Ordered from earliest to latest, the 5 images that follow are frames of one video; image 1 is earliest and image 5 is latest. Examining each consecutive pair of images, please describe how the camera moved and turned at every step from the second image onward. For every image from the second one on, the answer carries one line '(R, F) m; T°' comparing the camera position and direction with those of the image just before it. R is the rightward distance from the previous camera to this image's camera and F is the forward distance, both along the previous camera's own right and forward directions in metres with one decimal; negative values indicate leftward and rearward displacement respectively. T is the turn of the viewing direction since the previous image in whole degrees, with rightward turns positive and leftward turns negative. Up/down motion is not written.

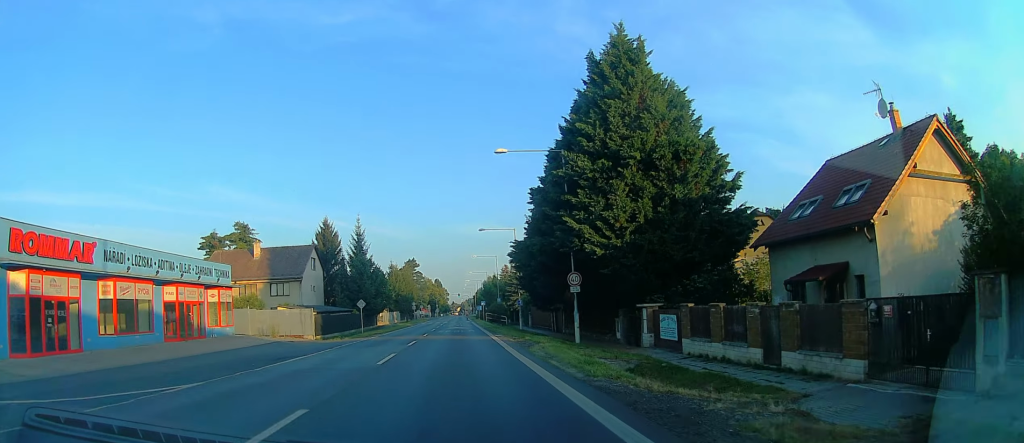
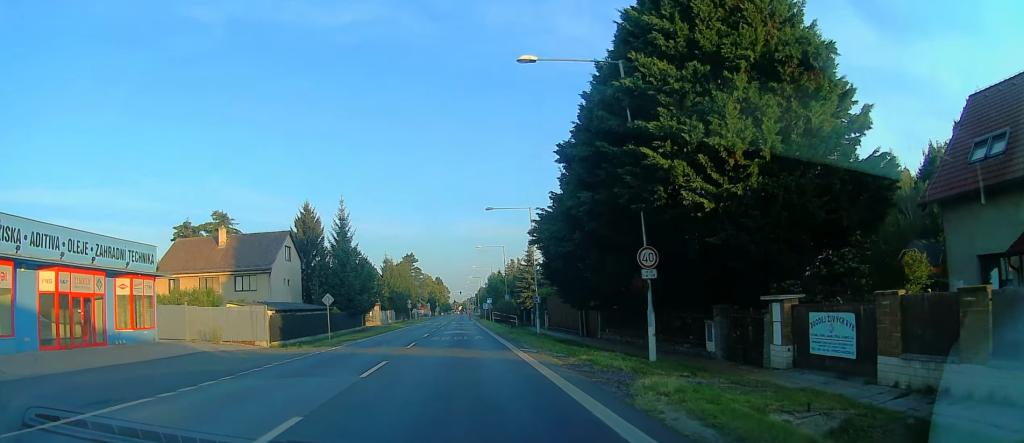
(-0.8, +11.3) m; -4°
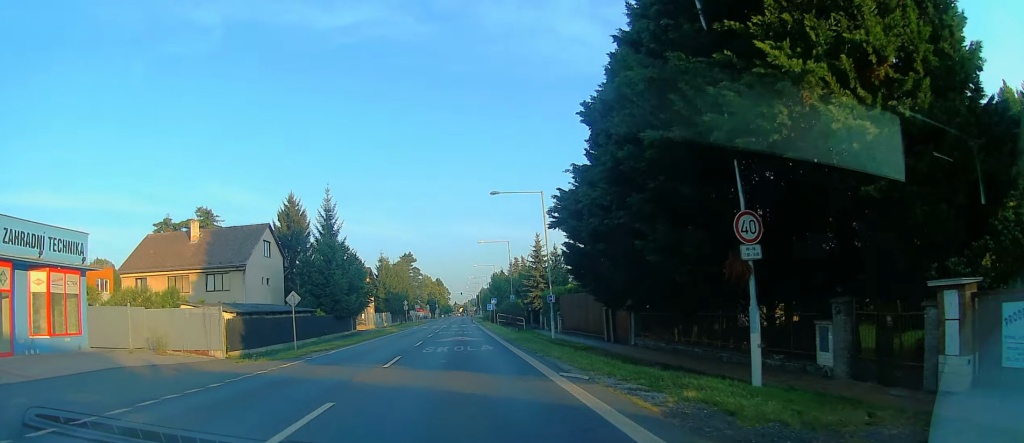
(0.0, +6.7) m; 0°
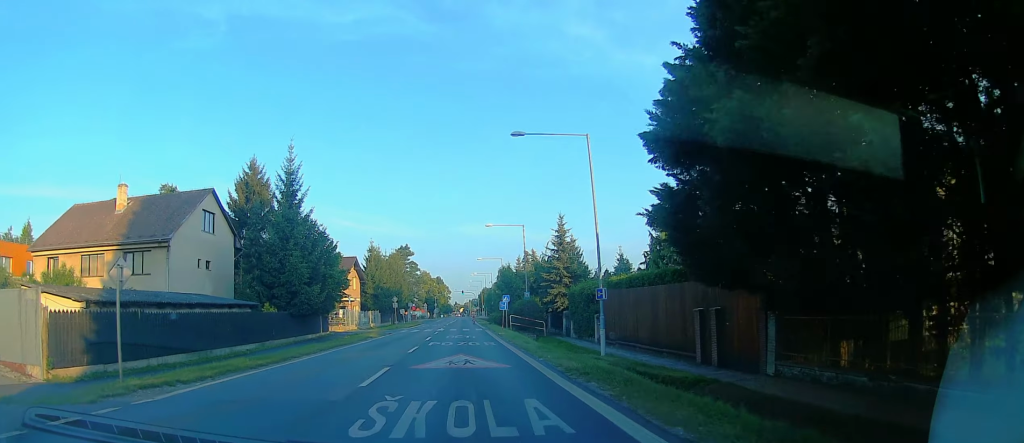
(0.0, +13.4) m; +5°
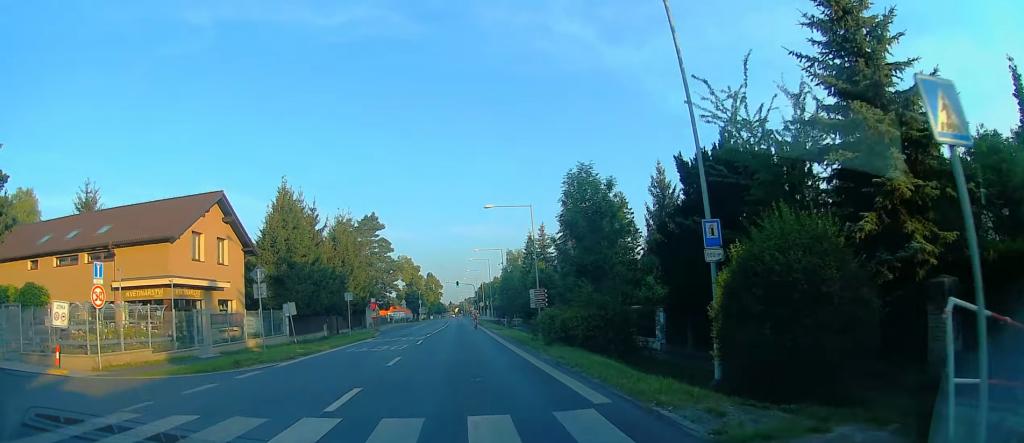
(+0.1, +40.2) m; -4°
